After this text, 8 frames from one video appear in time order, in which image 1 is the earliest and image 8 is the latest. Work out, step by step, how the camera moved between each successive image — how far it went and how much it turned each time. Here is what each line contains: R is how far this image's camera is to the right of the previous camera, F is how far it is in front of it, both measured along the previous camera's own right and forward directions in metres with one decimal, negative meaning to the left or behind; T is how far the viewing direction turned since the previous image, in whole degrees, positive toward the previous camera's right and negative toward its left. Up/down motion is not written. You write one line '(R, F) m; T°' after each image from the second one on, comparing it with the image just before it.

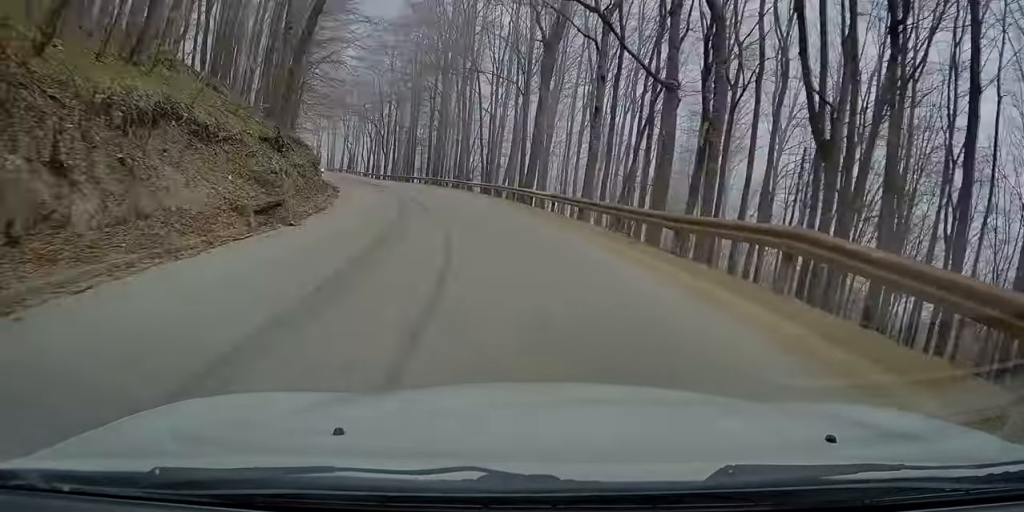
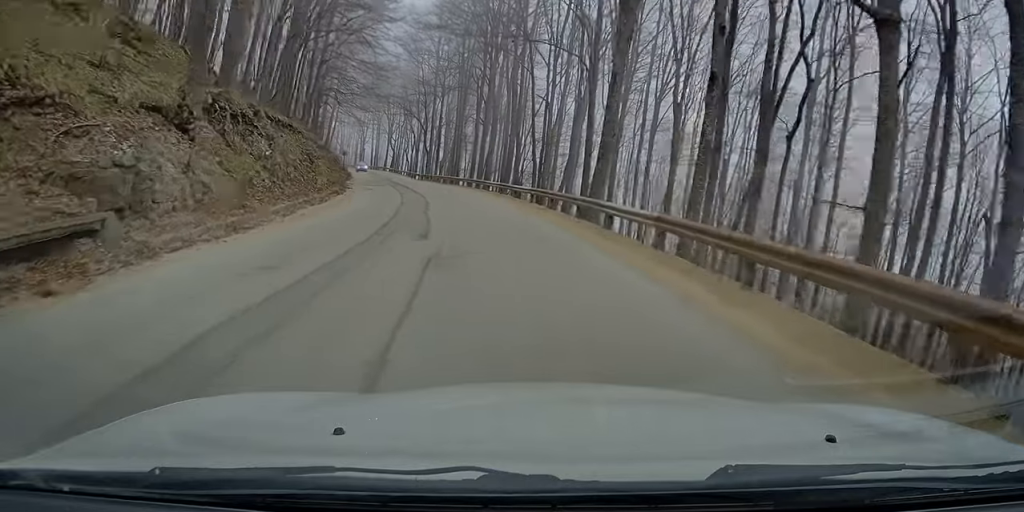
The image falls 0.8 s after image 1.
(-0.3, +9.8) m; -6°
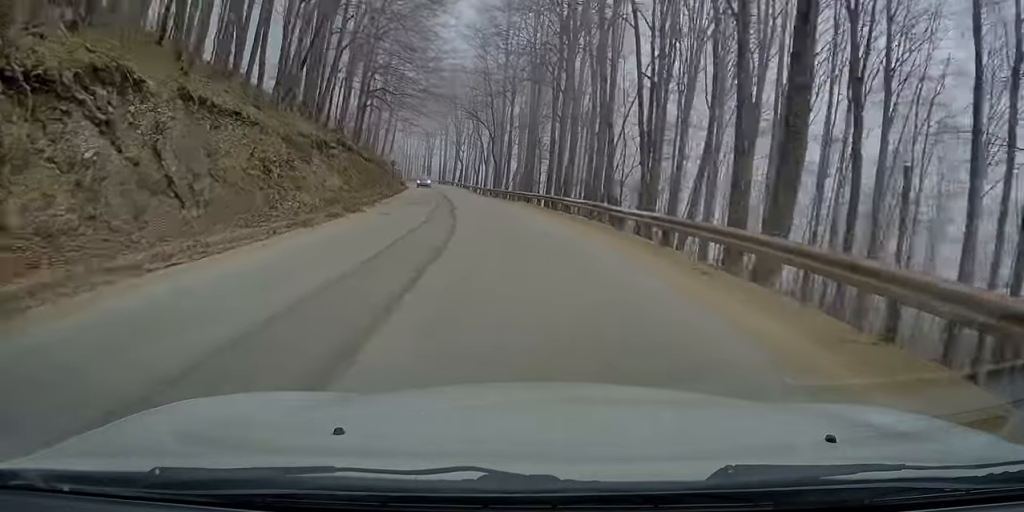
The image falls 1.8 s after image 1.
(-1.1, +12.4) m; -10°
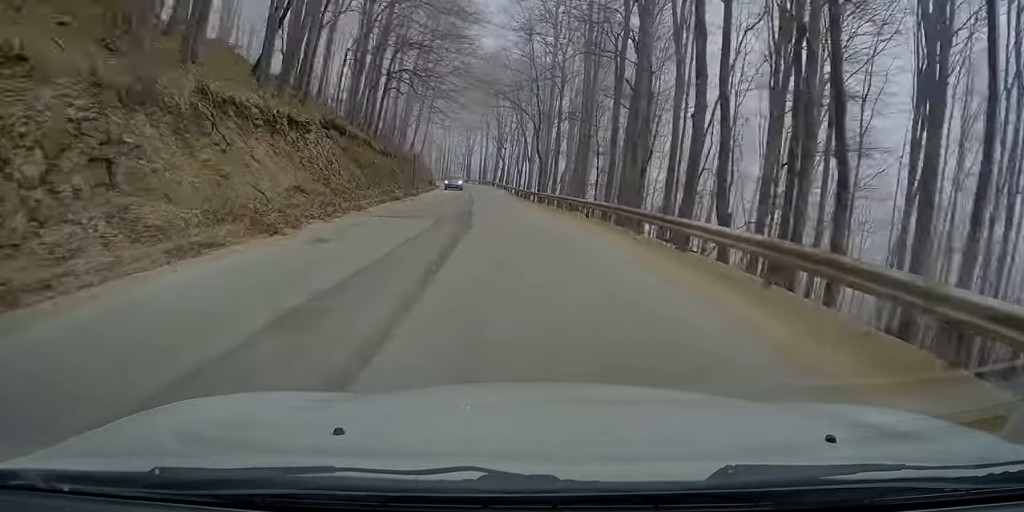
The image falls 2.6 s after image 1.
(-1.2, +11.0) m; -3°
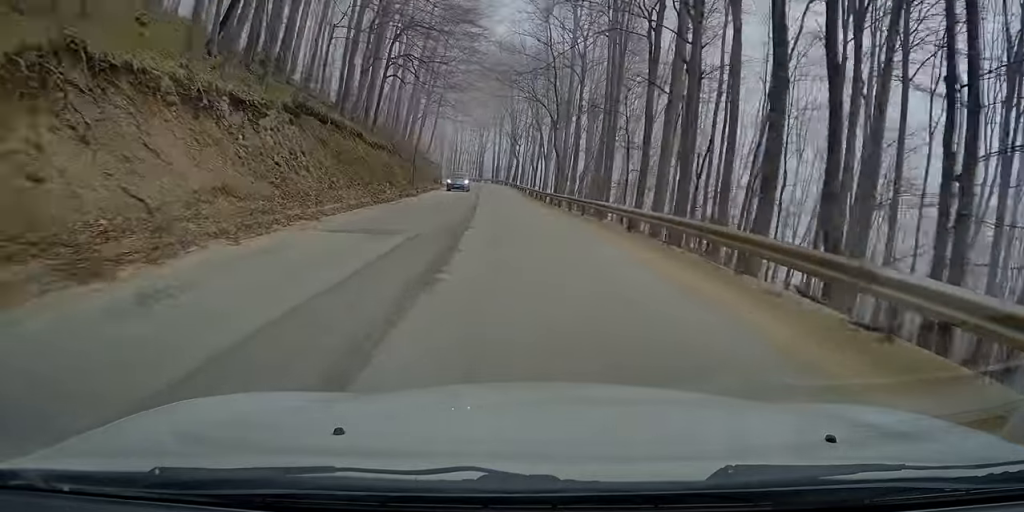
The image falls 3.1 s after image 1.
(+0.3, +6.0) m; +1°
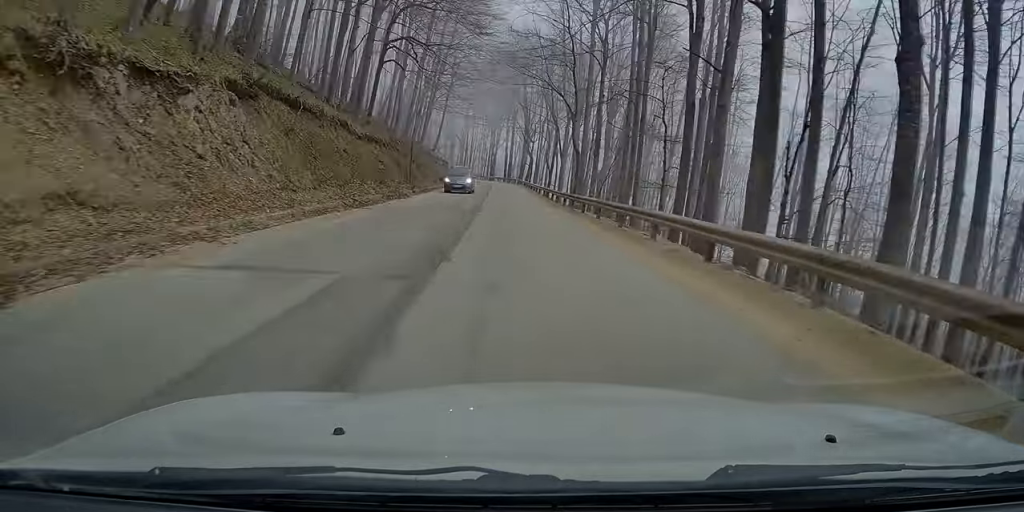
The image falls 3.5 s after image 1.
(+0.2, +5.5) m; +1°
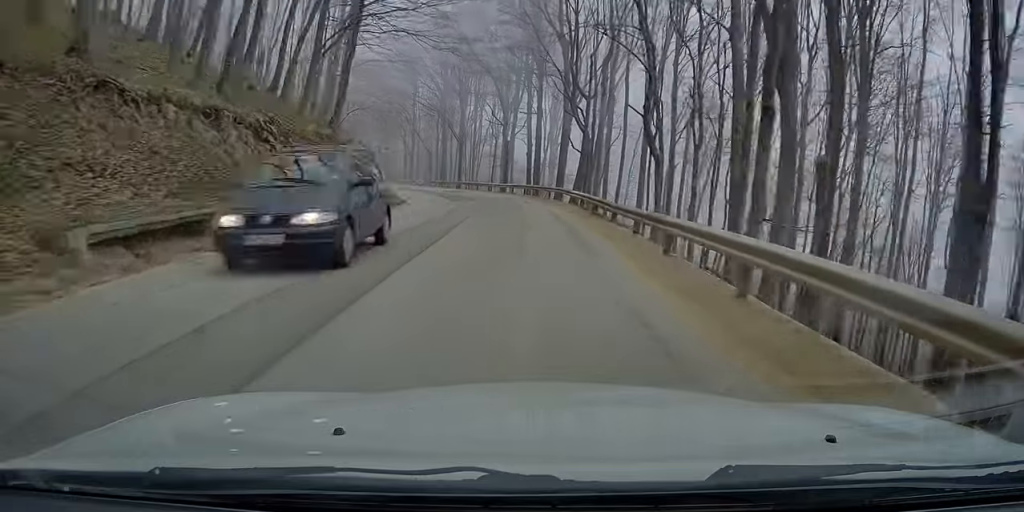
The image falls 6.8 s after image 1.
(-5.5, +47.9) m; -10°
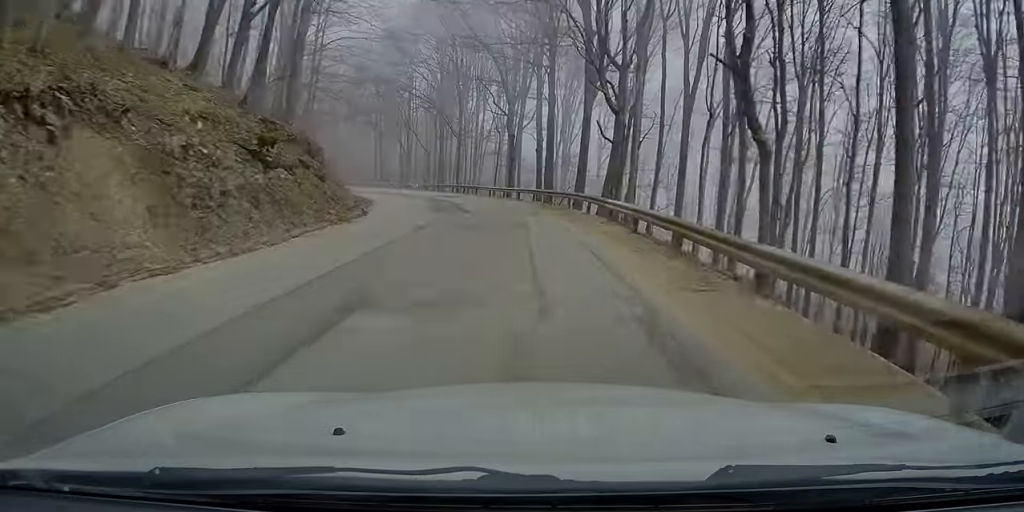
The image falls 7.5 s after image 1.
(-0.1, +10.6) m; +1°
